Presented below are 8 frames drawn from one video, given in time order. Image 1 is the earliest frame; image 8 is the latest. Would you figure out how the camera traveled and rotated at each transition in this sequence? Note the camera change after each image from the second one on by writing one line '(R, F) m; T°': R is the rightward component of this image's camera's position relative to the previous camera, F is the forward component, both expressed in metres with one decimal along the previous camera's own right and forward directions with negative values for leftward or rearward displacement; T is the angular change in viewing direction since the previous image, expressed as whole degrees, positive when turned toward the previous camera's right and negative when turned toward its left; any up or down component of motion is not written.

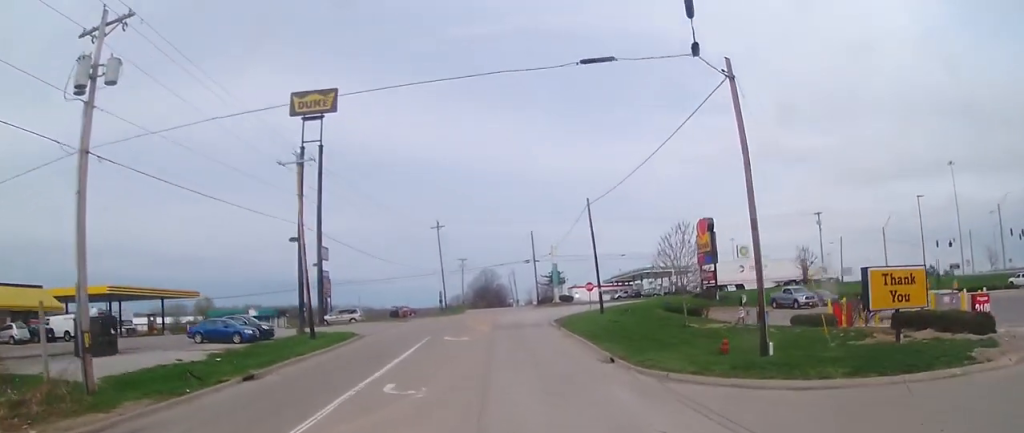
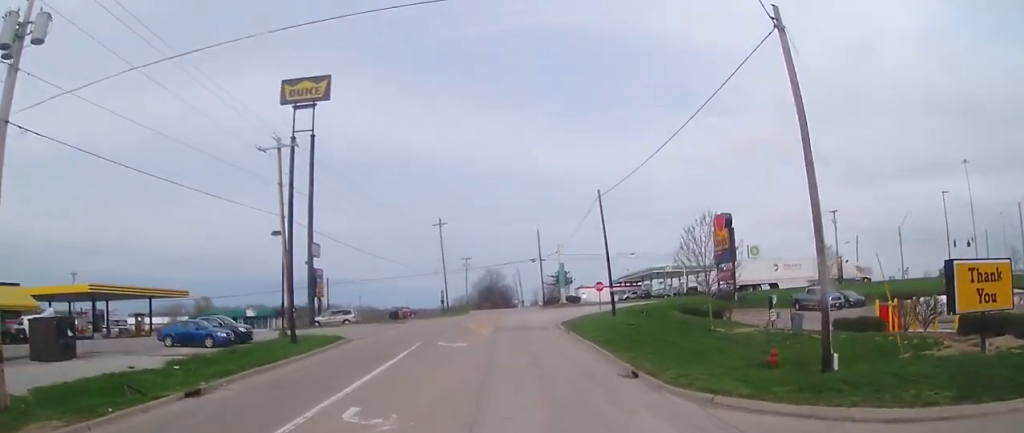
(+0.2, +3.8) m; 0°
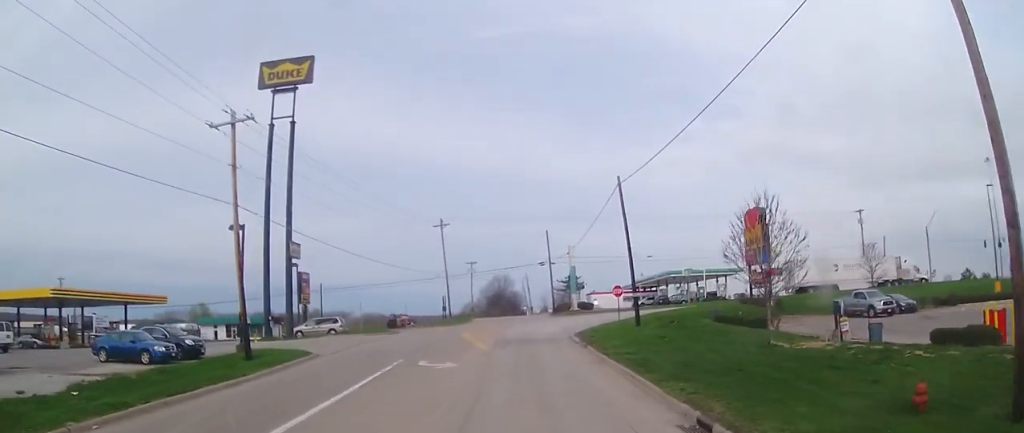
(0.0, +6.3) m; -1°
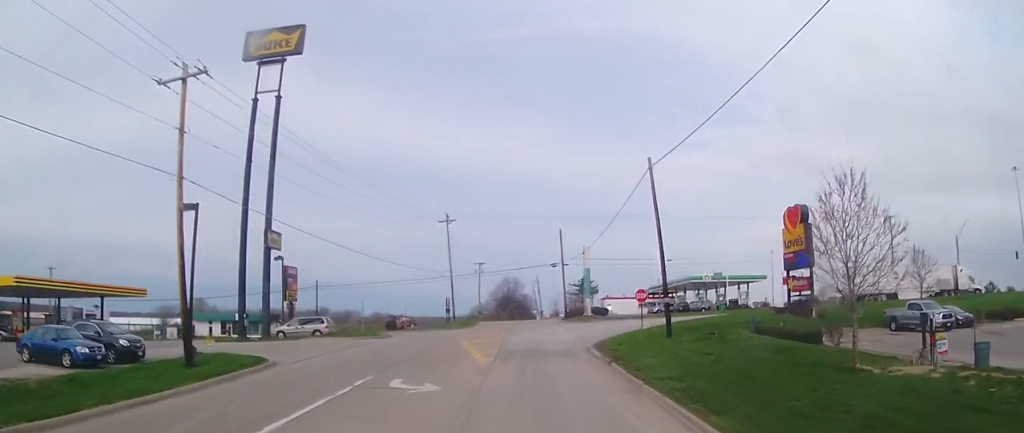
(-0.2, +5.4) m; -2°
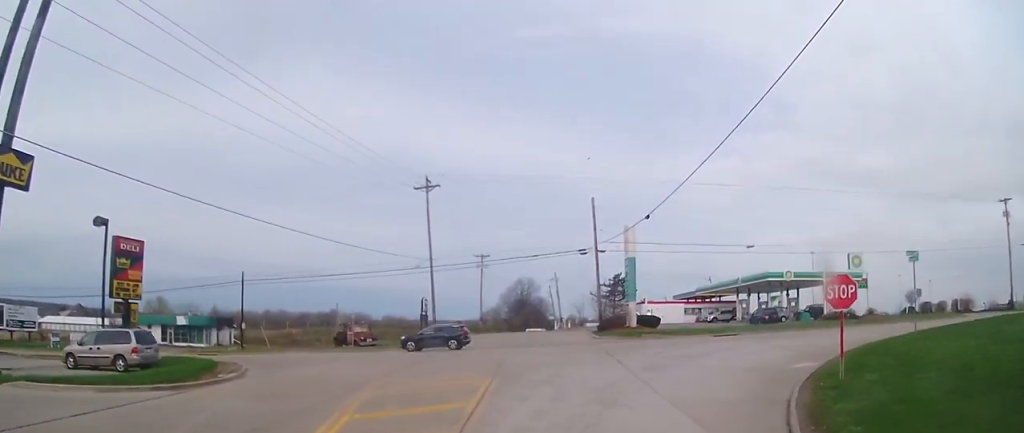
(-0.1, +26.8) m; +1°
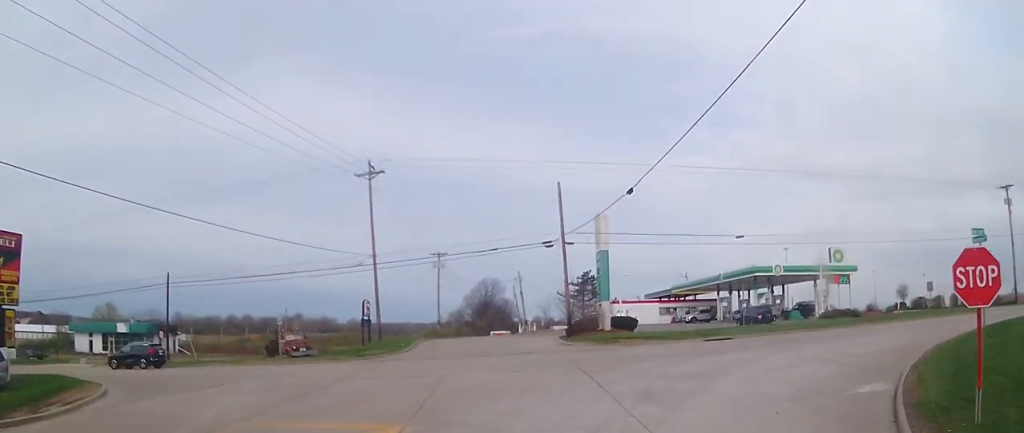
(+0.3, +8.1) m; +7°
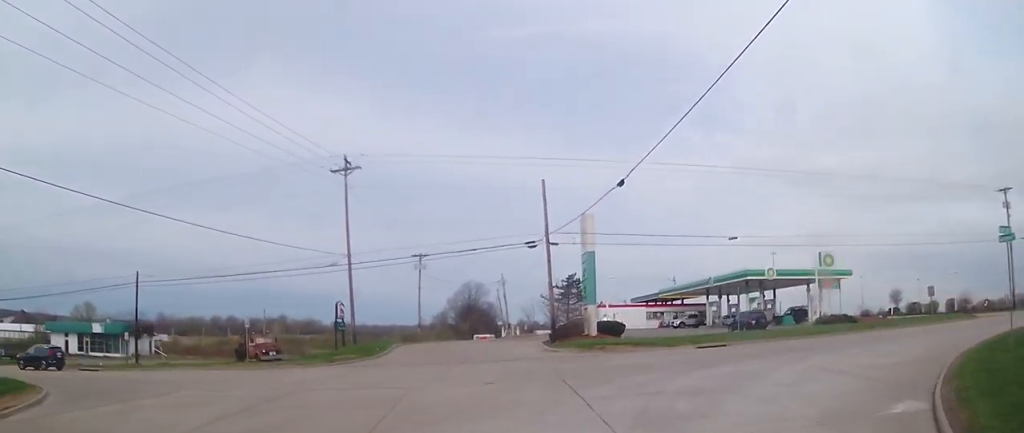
(+0.1, +3.0) m; +4°
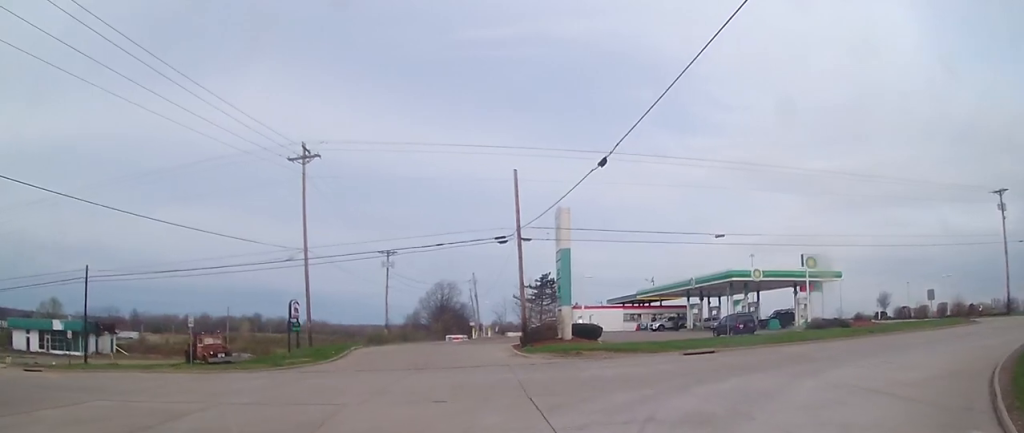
(+0.2, +4.5) m; +2°
